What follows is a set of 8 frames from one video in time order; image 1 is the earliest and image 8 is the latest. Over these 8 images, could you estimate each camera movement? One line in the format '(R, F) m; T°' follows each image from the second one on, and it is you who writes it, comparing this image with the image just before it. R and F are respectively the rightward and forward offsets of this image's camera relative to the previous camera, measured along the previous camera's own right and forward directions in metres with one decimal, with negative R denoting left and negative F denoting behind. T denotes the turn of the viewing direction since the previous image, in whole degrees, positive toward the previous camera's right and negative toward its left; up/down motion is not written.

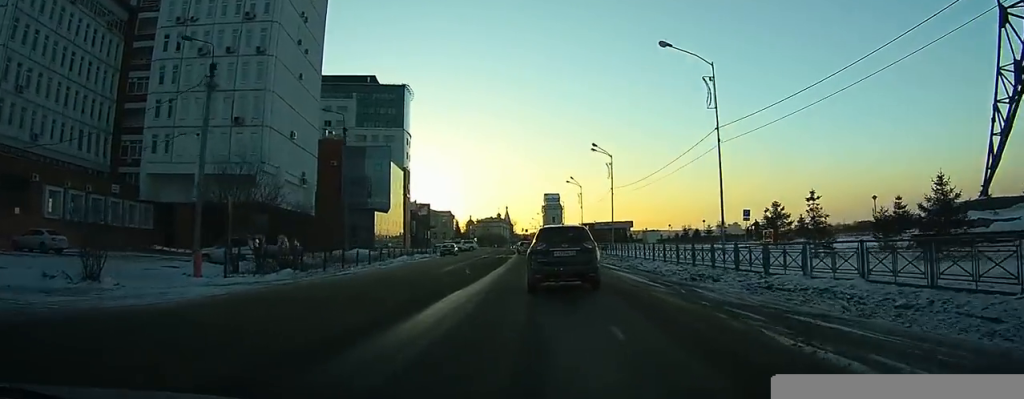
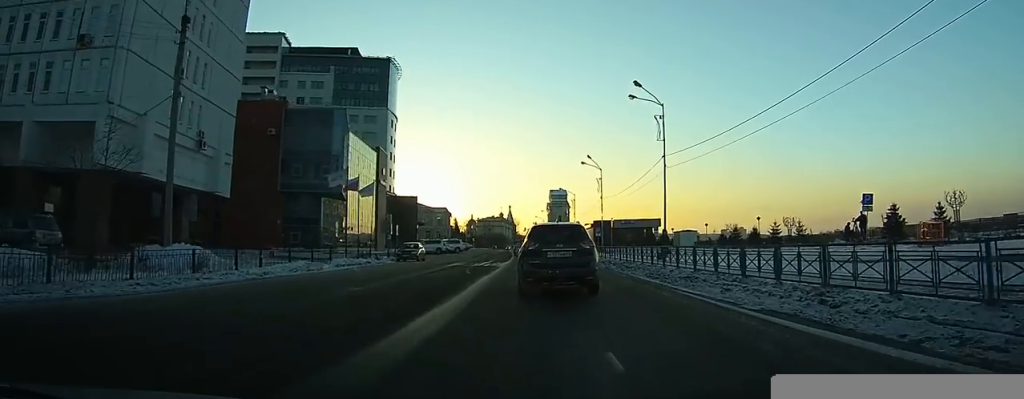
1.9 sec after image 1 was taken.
(-0.1, +21.6) m; 0°
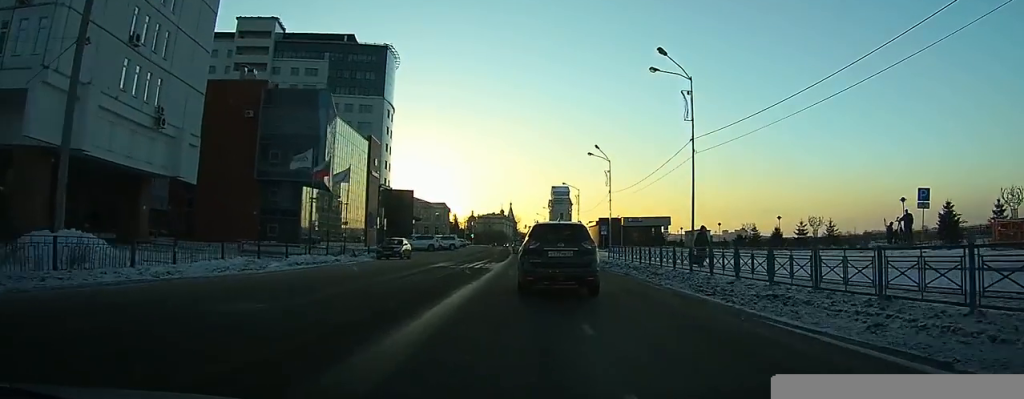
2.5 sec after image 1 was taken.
(0.0, +5.9) m; 0°
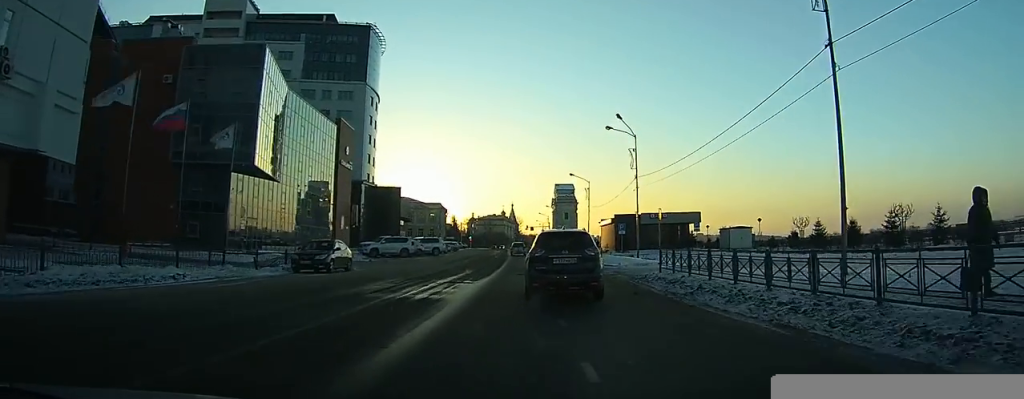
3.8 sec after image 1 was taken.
(-0.1, +15.0) m; 0°
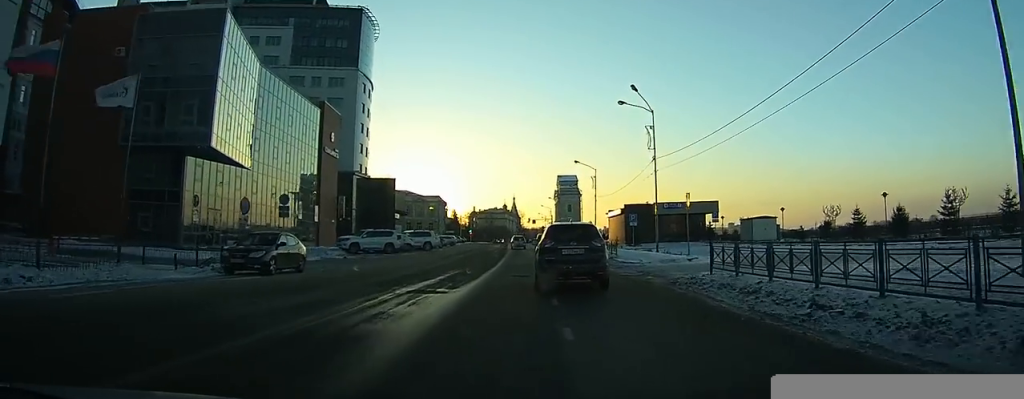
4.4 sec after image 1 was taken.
(+0.1, +6.4) m; 0°
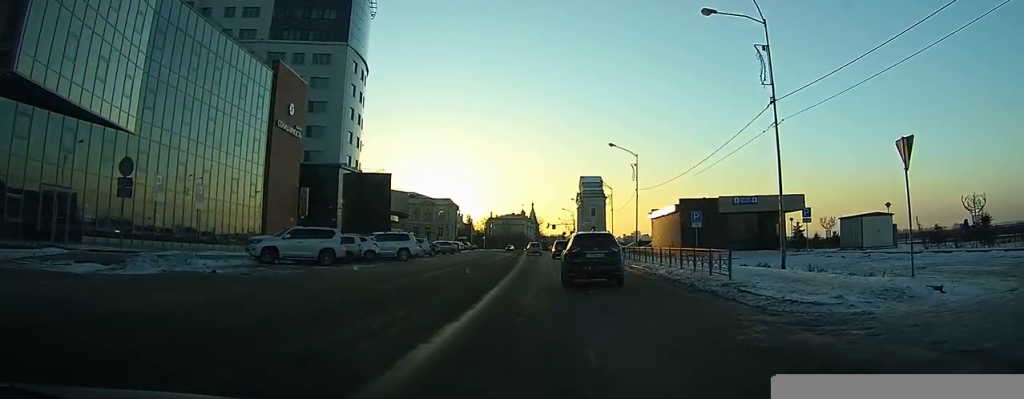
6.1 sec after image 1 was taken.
(-0.3, +17.4) m; -2°
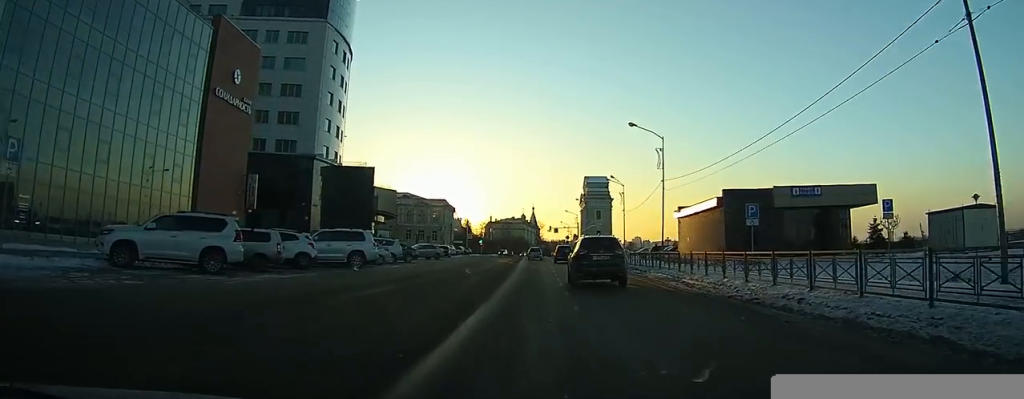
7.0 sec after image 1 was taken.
(-0.1, +10.1) m; -1°
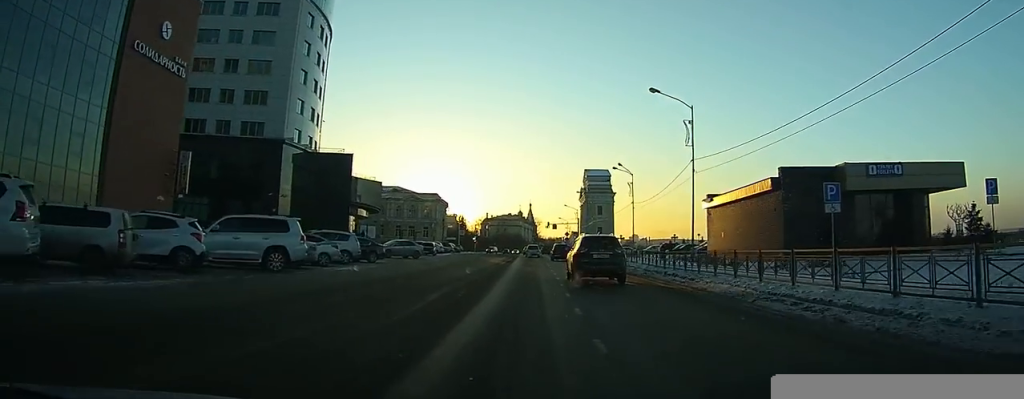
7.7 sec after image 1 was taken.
(0.0, +8.2) m; 0°
